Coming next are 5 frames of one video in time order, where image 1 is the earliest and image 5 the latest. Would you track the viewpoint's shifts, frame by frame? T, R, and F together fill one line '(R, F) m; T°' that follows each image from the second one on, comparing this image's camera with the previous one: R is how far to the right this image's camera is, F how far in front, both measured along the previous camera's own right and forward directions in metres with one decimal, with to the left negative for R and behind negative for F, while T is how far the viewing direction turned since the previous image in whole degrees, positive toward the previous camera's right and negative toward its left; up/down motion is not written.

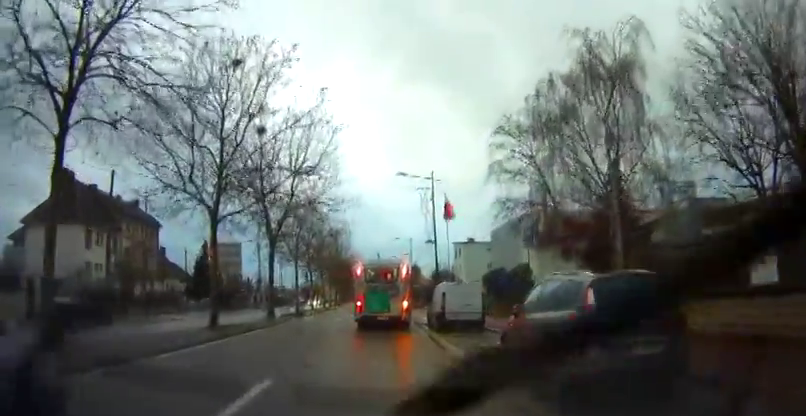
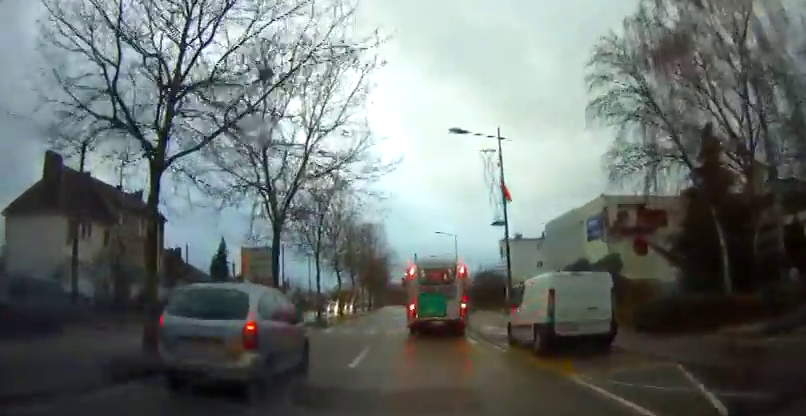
(-0.6, +8.0) m; -6°
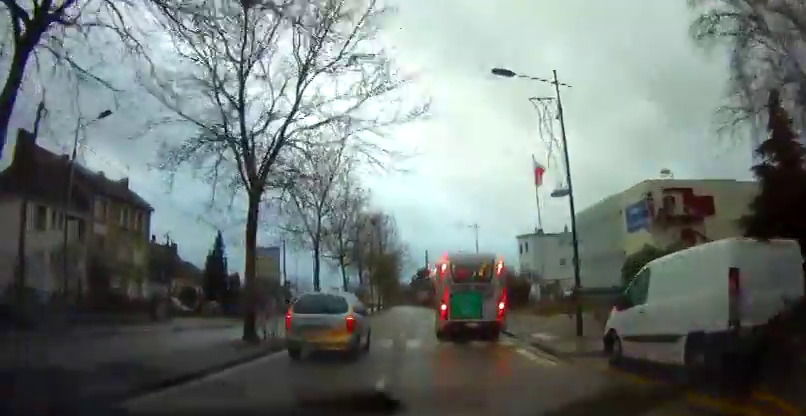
(-0.3, +5.6) m; -1°
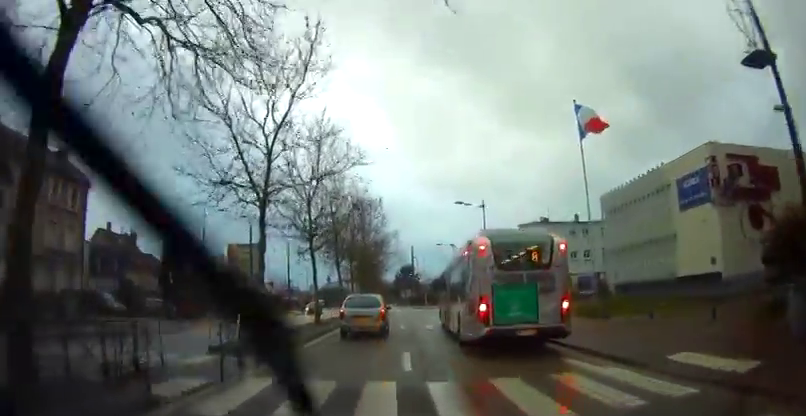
(+0.3, +9.1) m; +2°
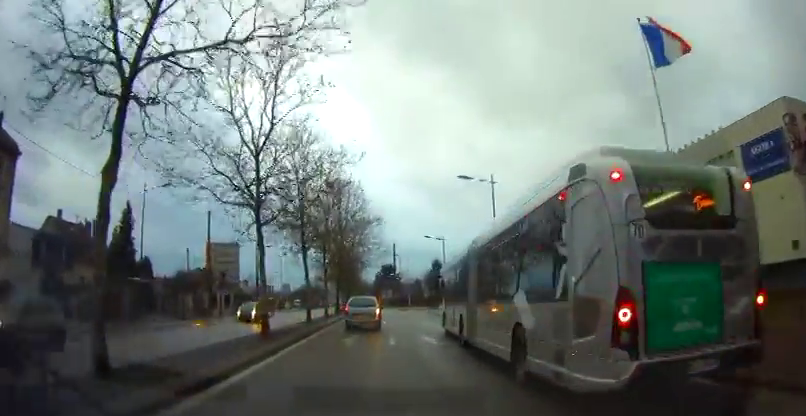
(0.0, +8.3) m; -1°
